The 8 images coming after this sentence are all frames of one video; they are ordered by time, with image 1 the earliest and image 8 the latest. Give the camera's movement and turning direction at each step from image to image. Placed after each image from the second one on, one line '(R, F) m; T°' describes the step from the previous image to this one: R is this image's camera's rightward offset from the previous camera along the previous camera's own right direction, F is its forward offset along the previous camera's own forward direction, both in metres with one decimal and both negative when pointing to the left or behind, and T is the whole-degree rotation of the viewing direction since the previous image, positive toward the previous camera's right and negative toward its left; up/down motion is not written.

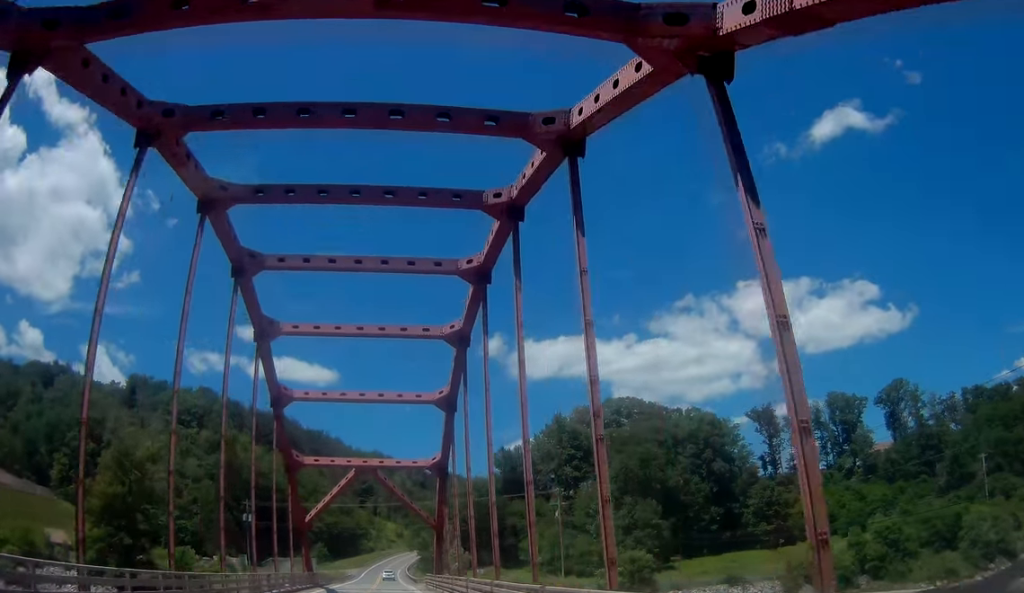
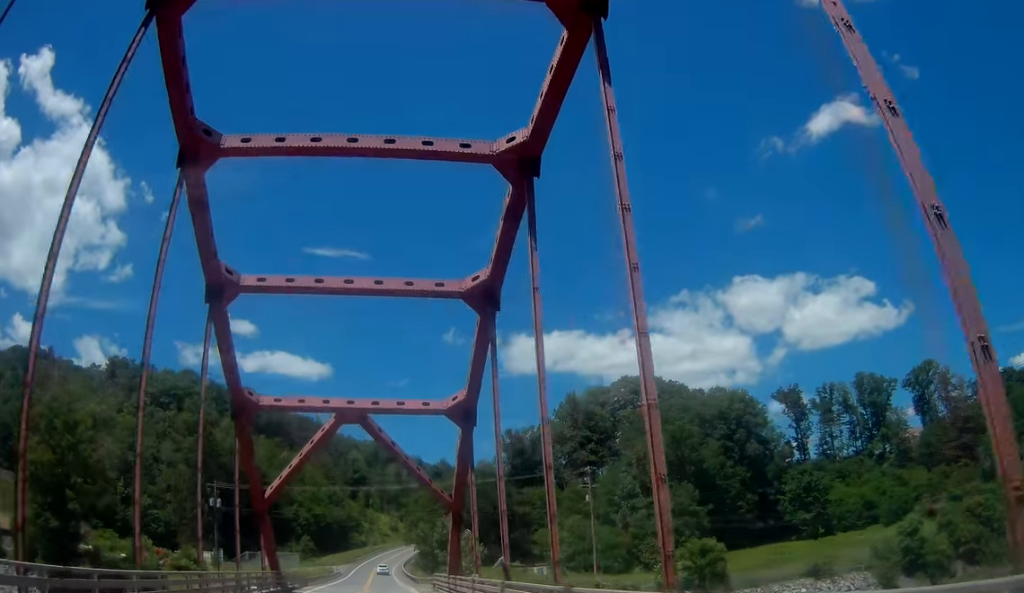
(+0.5, +16.3) m; +3°
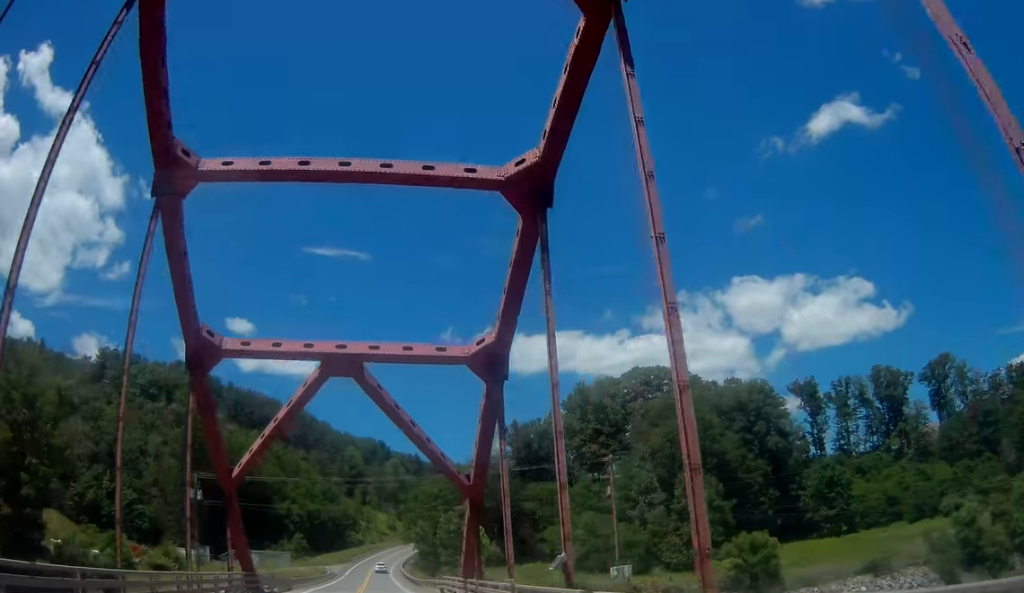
(+0.3, +8.2) m; 0°
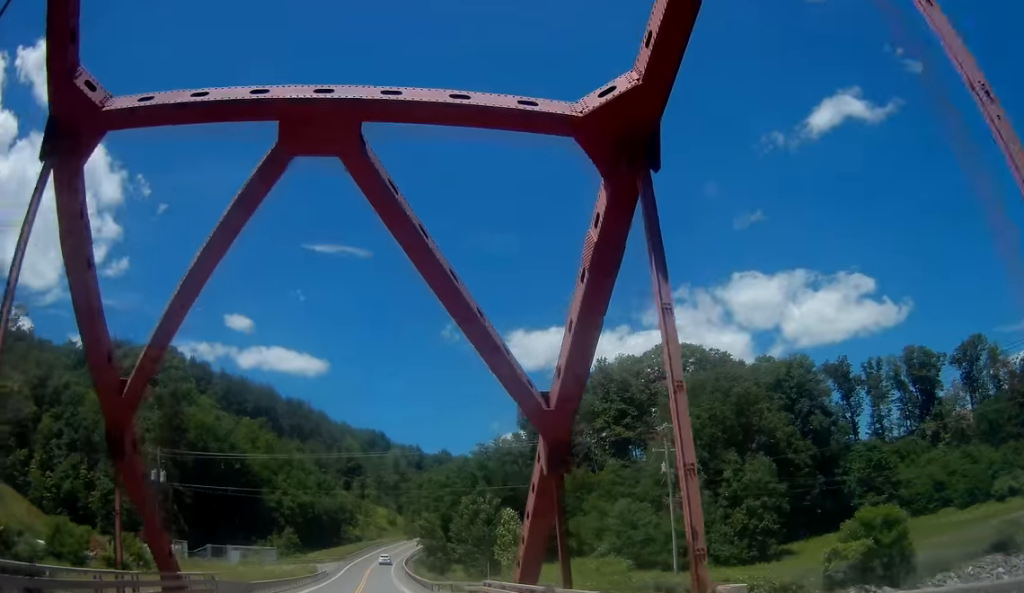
(-0.3, +13.9) m; -2°
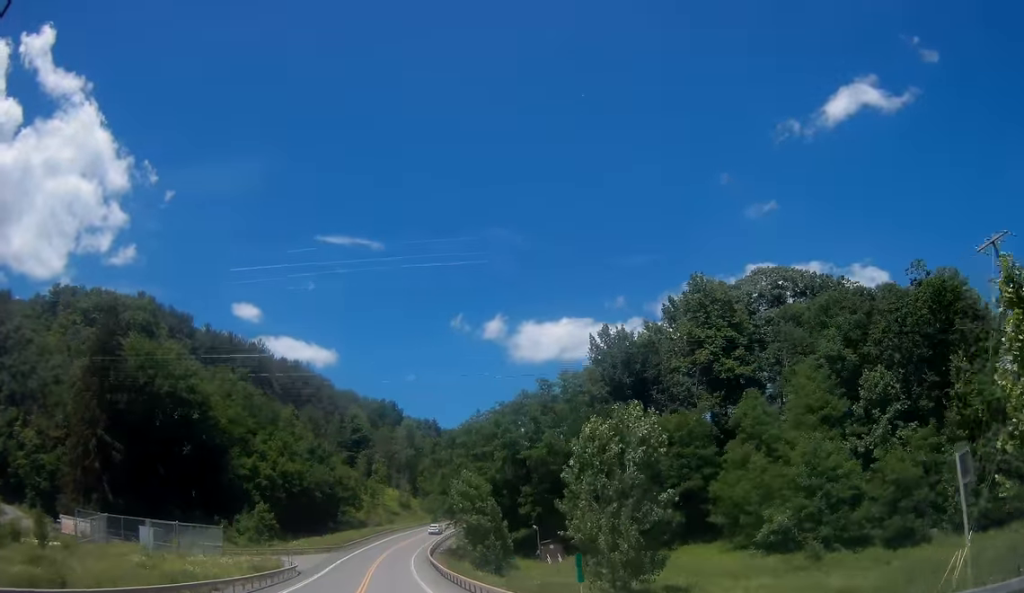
(-0.5, +35.8) m; 0°
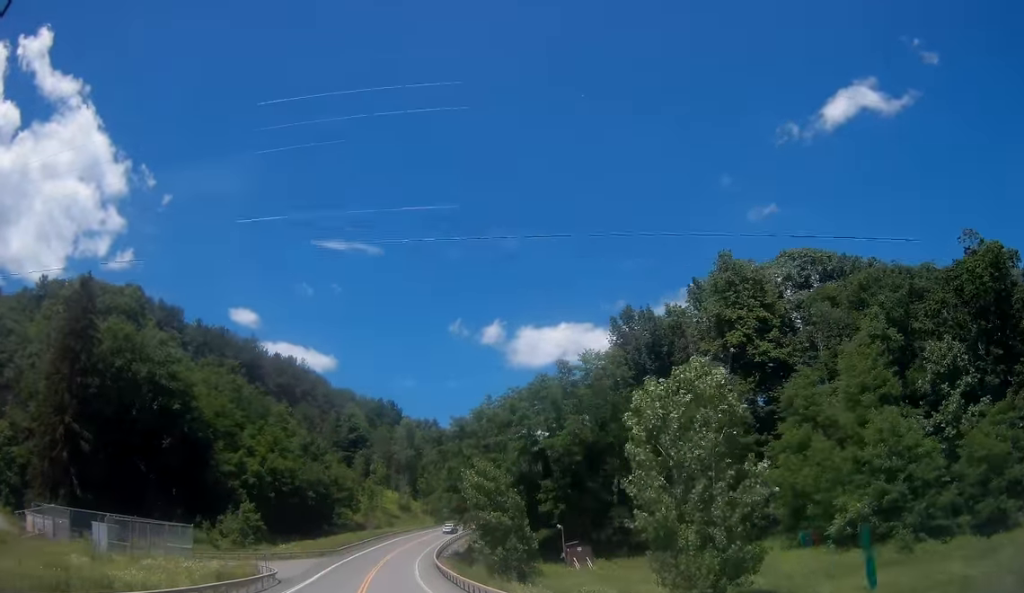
(+0.1, +8.6) m; 0°
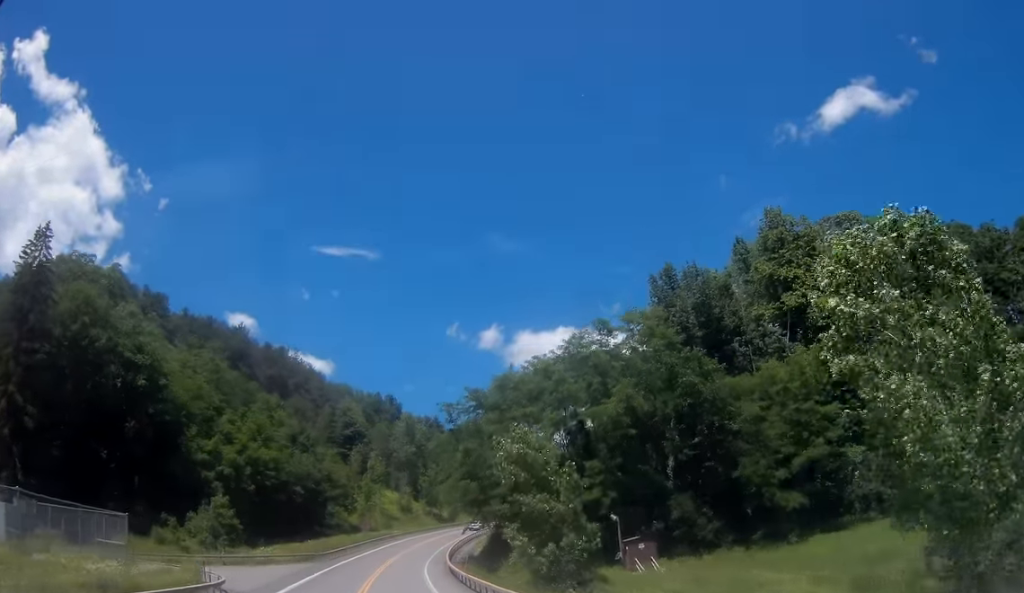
(+0.1, +12.7) m; 0°
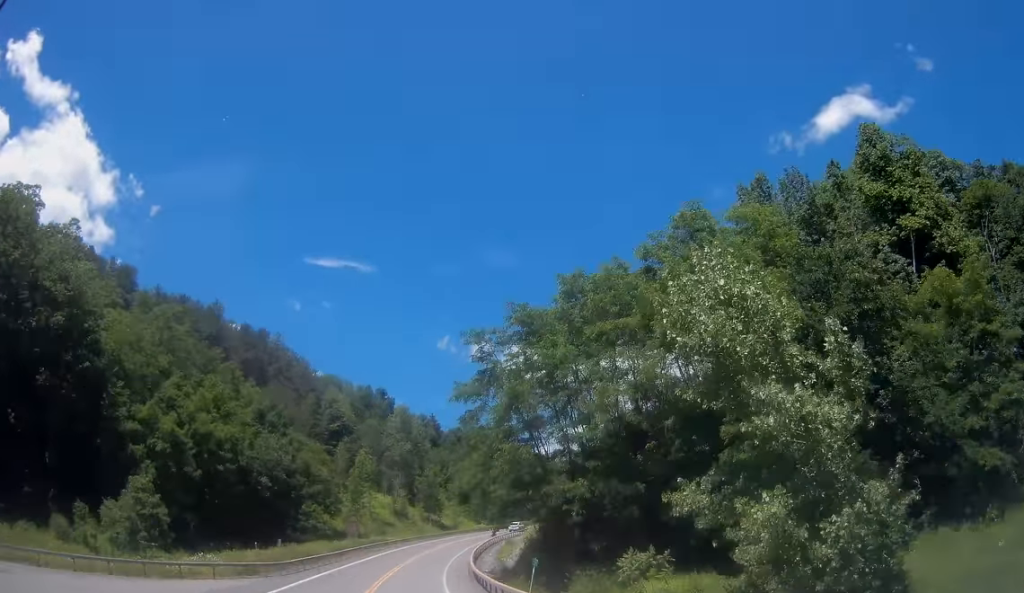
(-0.1, +20.1) m; +1°
